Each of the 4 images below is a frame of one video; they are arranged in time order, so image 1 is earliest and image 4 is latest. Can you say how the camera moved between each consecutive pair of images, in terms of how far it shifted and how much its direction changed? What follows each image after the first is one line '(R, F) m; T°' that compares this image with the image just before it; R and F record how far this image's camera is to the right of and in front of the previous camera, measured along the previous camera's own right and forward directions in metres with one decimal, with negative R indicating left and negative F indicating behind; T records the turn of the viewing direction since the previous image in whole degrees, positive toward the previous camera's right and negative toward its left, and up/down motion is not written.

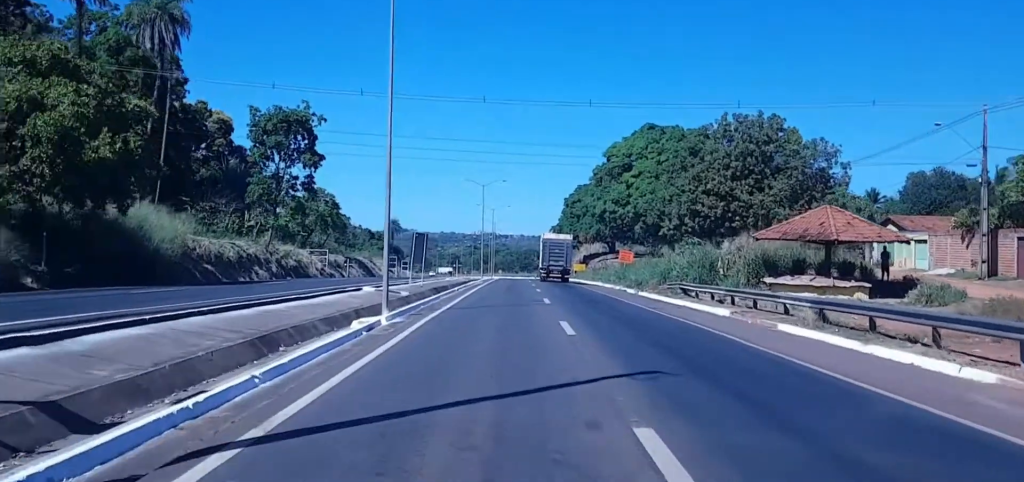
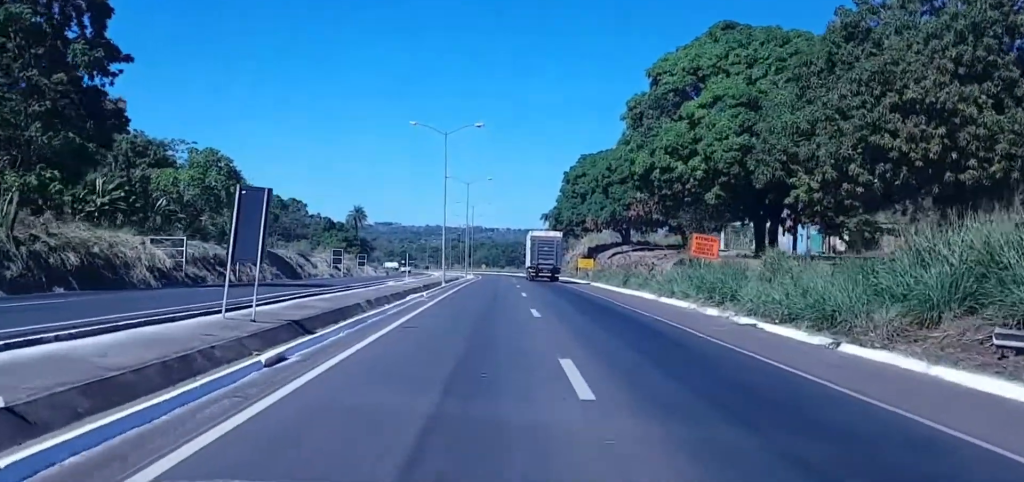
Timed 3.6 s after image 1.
(+3.7, +41.8) m; +5°
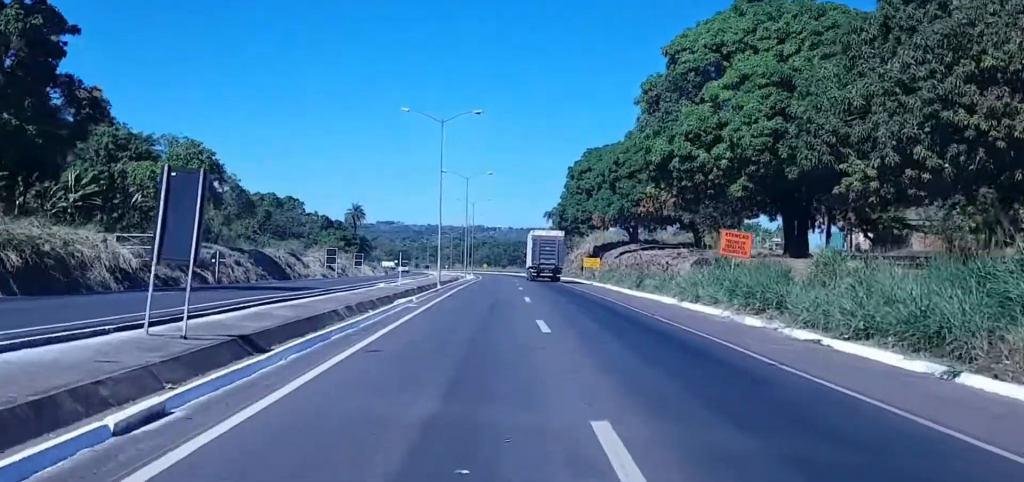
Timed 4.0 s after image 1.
(+0.2, +5.8) m; -1°
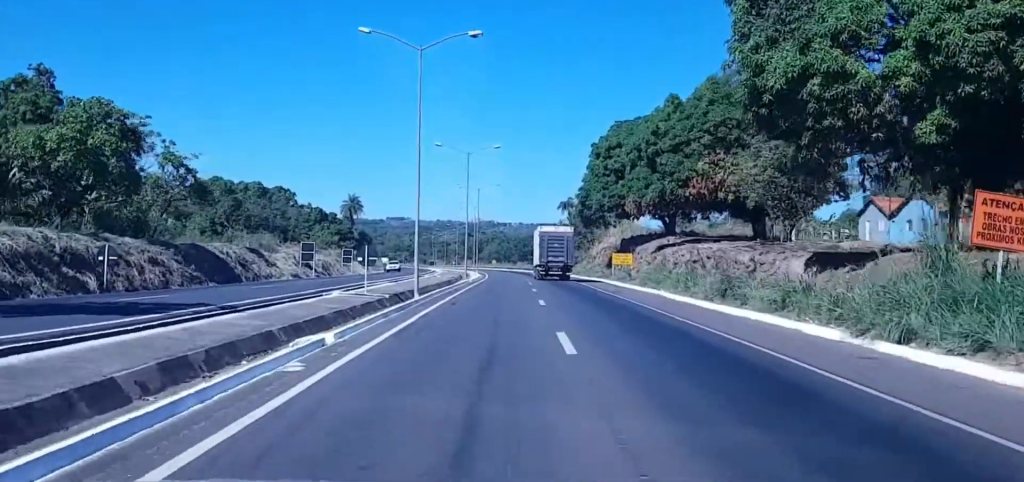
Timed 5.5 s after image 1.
(-0.2, +20.8) m; +1°
